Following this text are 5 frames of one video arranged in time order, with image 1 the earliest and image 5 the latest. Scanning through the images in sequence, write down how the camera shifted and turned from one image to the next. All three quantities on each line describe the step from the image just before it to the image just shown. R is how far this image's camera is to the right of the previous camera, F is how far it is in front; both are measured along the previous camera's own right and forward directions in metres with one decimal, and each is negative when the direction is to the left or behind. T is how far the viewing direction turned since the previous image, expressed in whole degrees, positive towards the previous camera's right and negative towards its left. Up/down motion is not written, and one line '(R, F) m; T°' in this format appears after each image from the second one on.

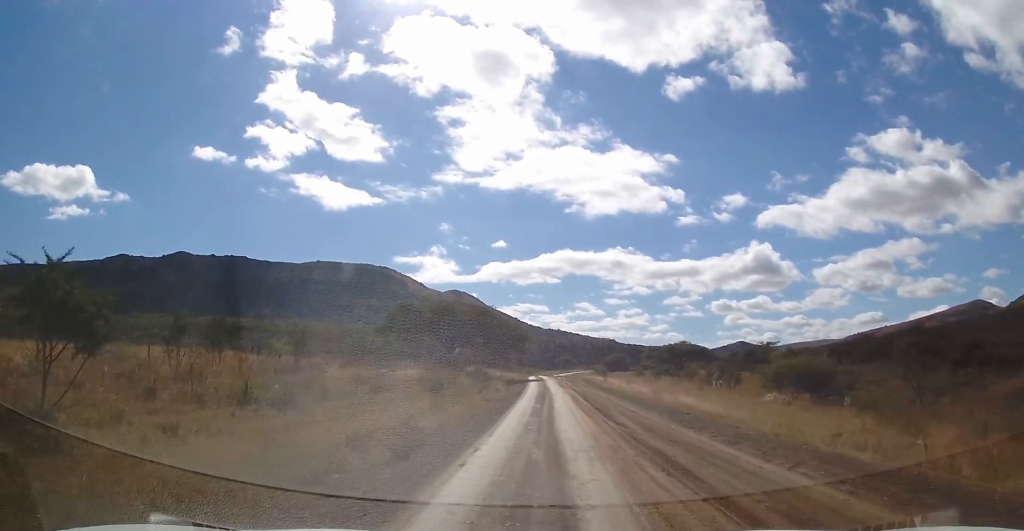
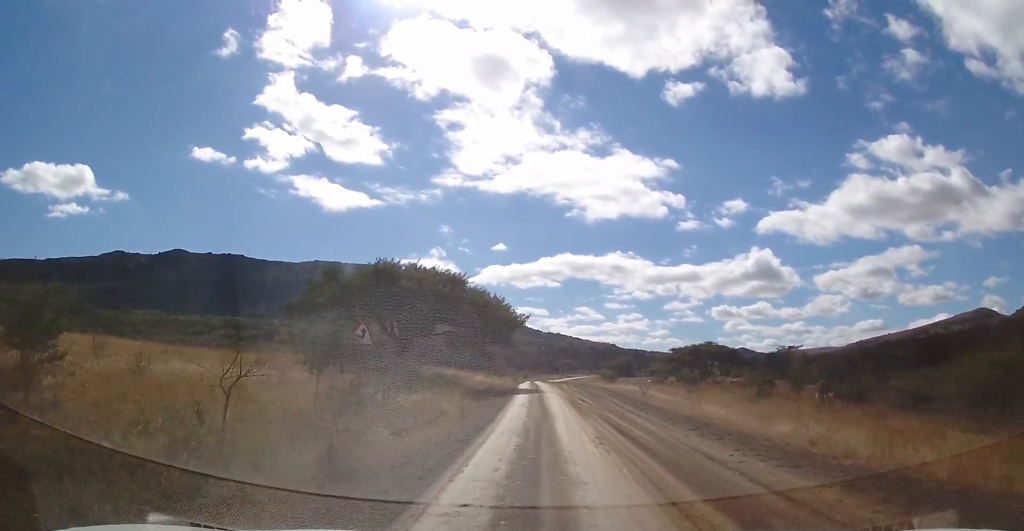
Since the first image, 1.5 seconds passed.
(-0.1, +23.4) m; -2°
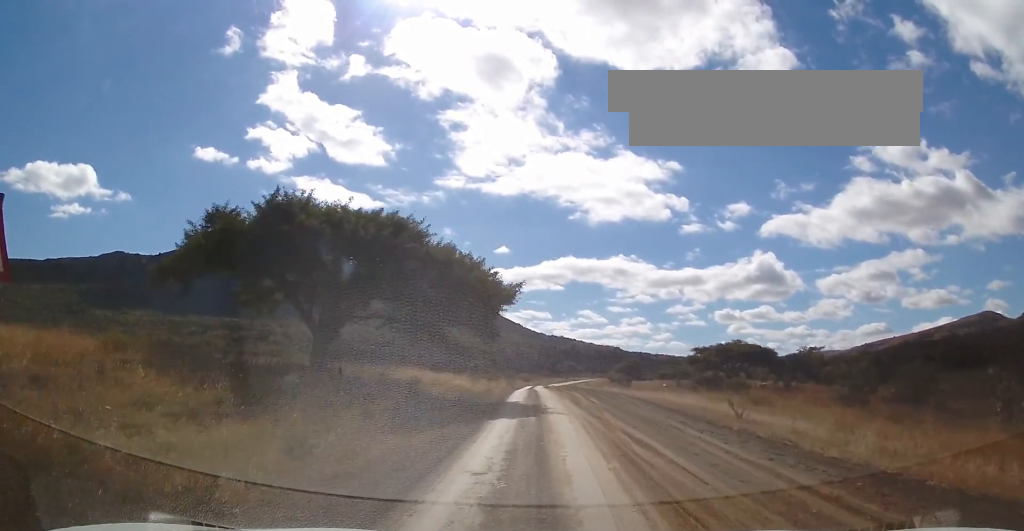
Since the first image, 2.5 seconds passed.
(-0.4, +16.1) m; 0°
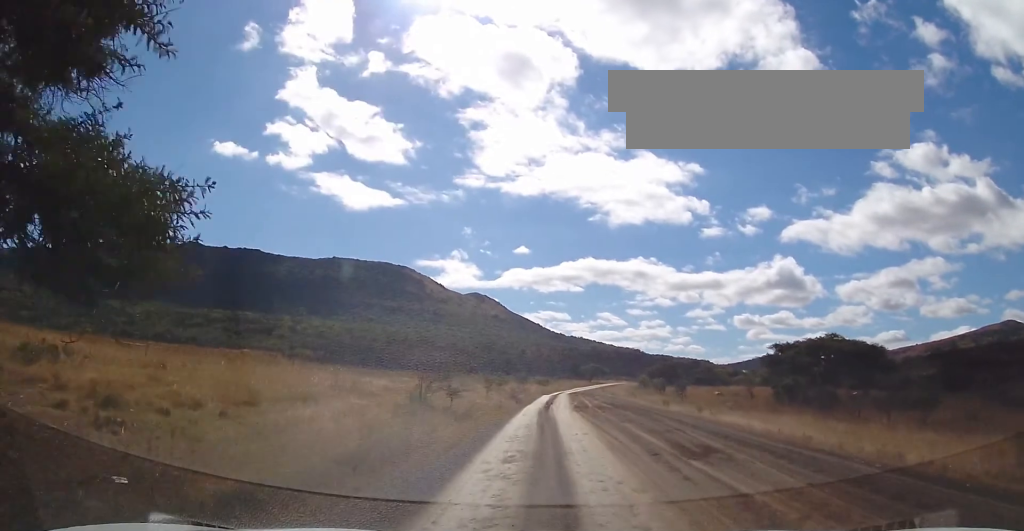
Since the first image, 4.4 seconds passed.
(+0.8, +29.3) m; 0°
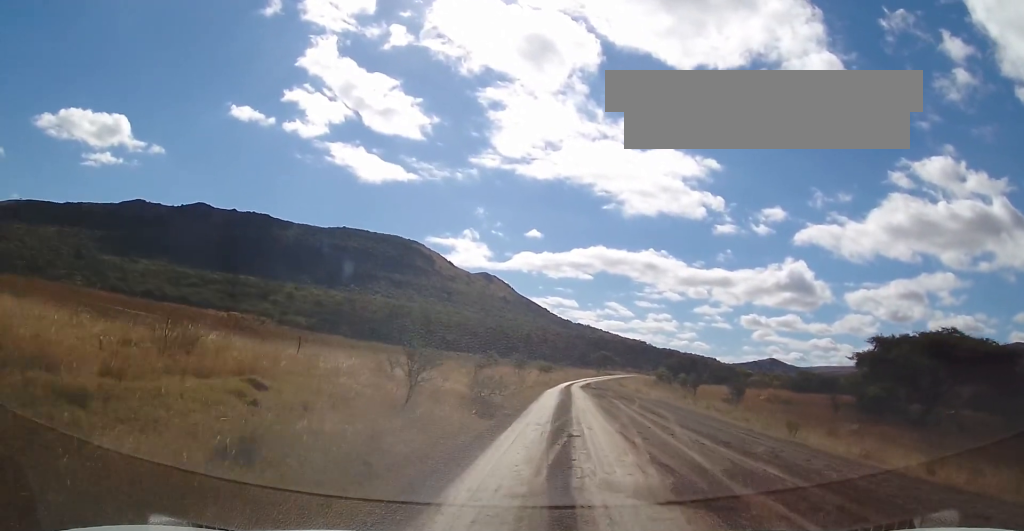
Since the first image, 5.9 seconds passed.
(-0.3, +23.5) m; +1°
